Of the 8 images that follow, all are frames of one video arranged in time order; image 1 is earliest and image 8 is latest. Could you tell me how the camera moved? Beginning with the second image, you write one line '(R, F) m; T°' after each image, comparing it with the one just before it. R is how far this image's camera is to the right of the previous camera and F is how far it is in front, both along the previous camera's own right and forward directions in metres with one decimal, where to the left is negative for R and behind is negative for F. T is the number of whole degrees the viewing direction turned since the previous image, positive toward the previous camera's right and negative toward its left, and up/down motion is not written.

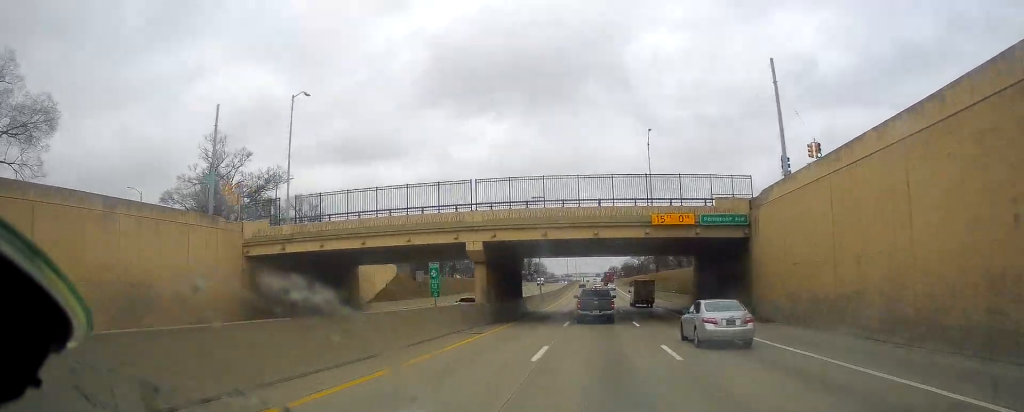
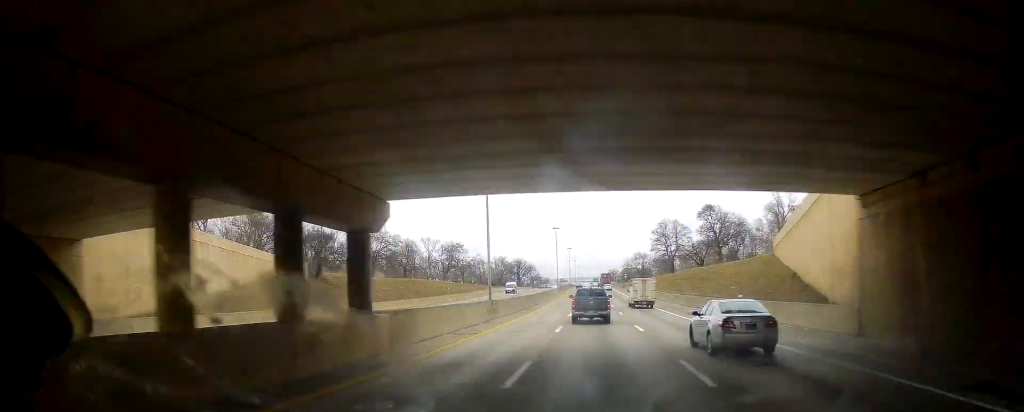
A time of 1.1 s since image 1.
(-0.2, +35.5) m; 0°
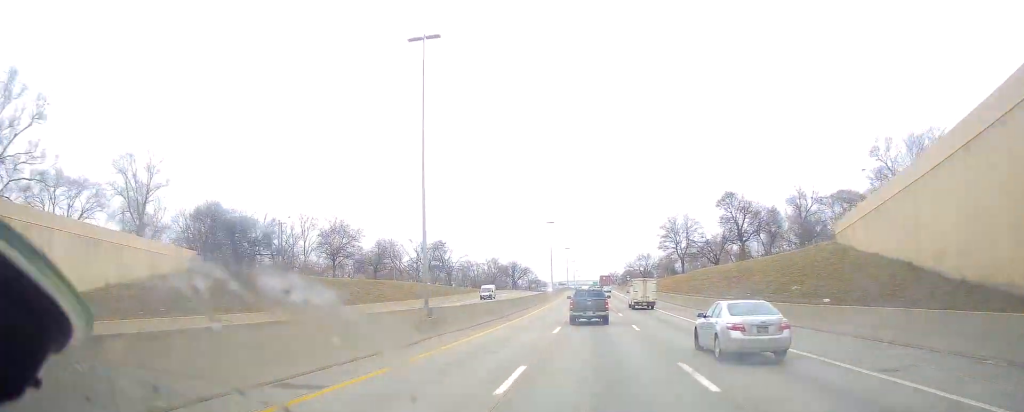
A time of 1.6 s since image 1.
(+0.1, +15.6) m; 0°
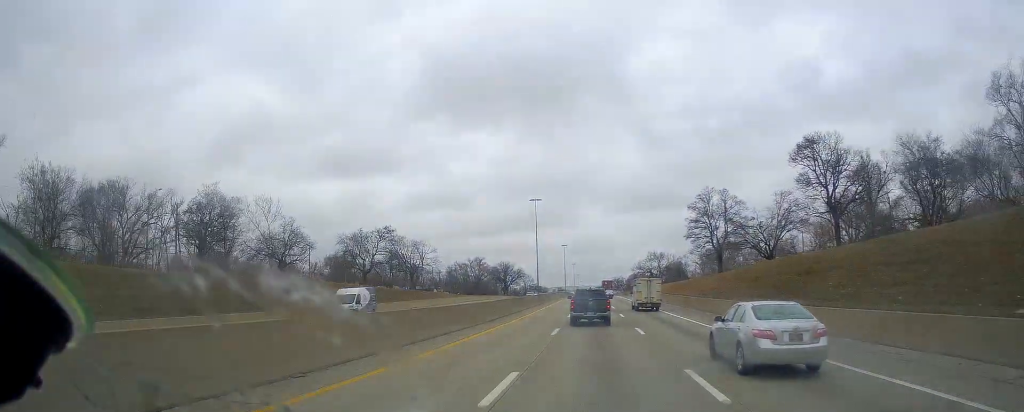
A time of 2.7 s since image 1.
(-0.2, +32.0) m; +1°
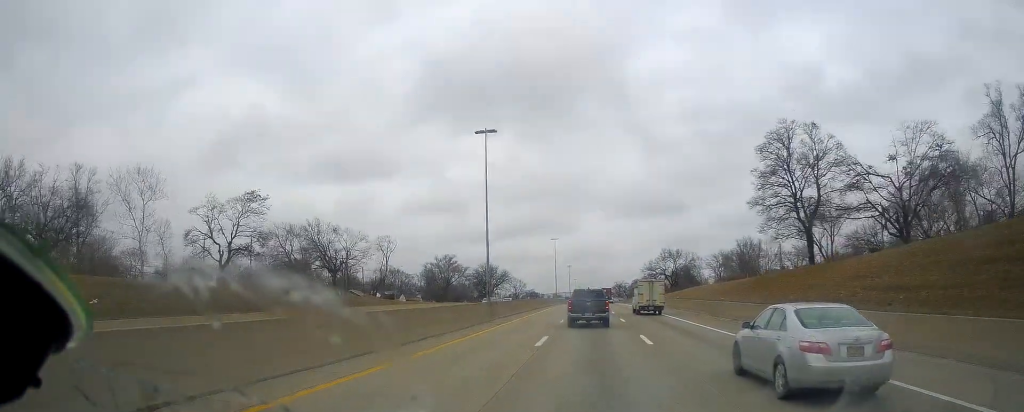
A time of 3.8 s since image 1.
(+0.4, +35.8) m; 0°
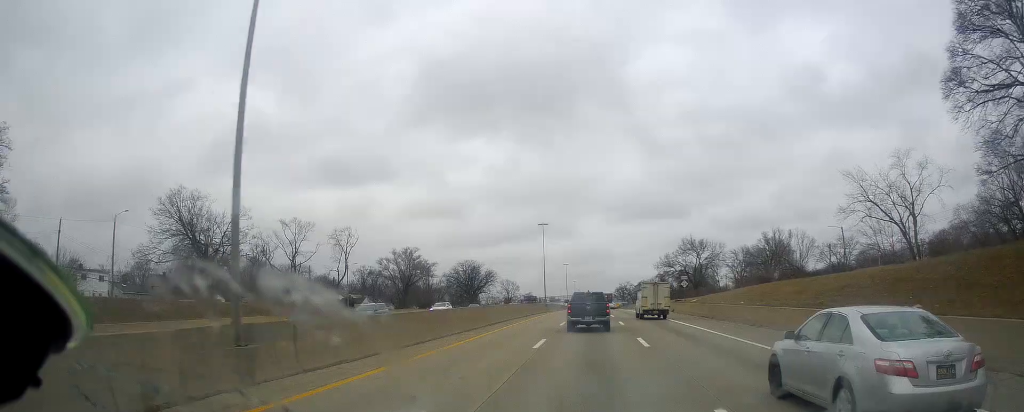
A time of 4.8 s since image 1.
(-0.3, +30.4) m; 0°
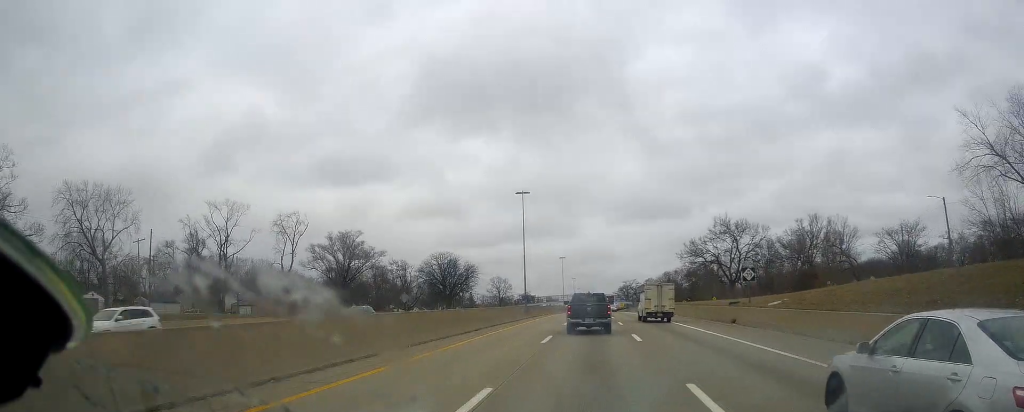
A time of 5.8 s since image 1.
(+0.4, +28.0) m; 0°
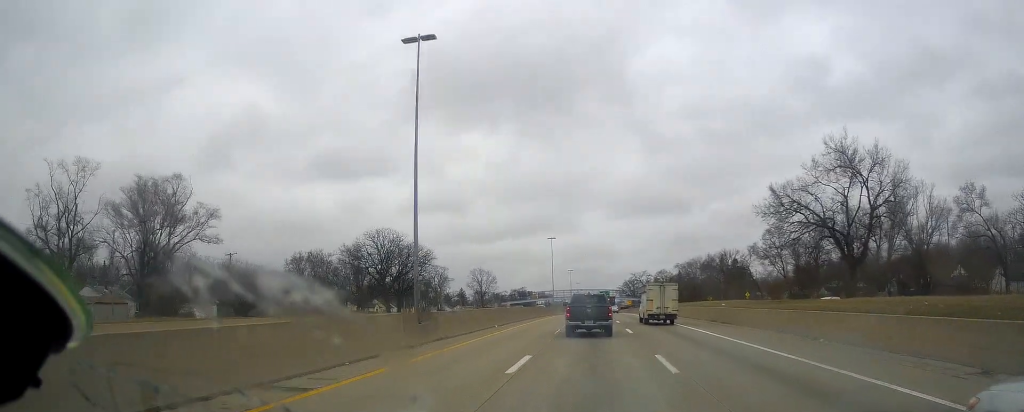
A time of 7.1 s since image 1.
(-0.8, +39.5) m; -1°
